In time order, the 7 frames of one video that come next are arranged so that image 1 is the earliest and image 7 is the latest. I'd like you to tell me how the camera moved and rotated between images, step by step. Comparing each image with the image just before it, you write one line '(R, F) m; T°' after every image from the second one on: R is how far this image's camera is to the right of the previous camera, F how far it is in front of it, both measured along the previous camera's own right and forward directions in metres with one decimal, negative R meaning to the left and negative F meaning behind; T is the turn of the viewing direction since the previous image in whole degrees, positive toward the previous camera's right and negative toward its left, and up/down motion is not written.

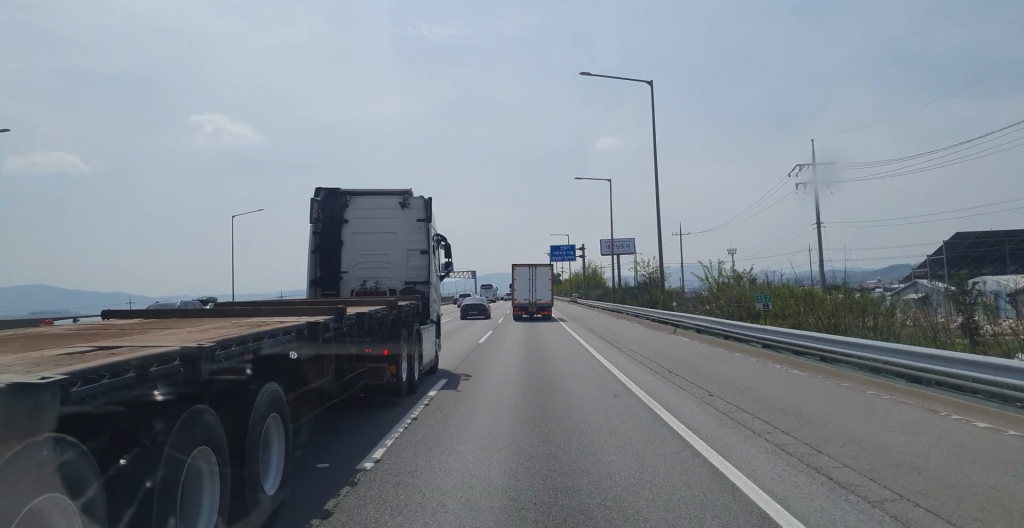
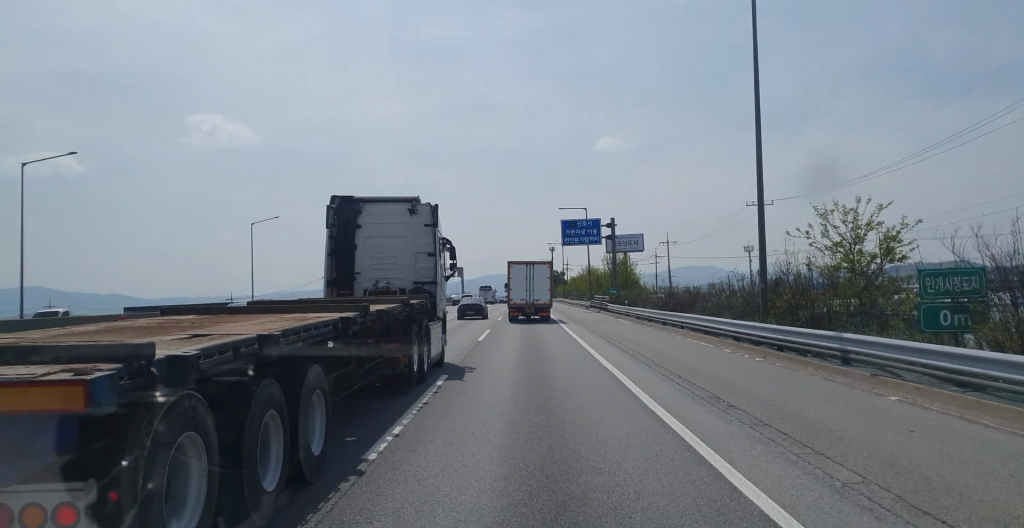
(+0.9, +37.6) m; +2°
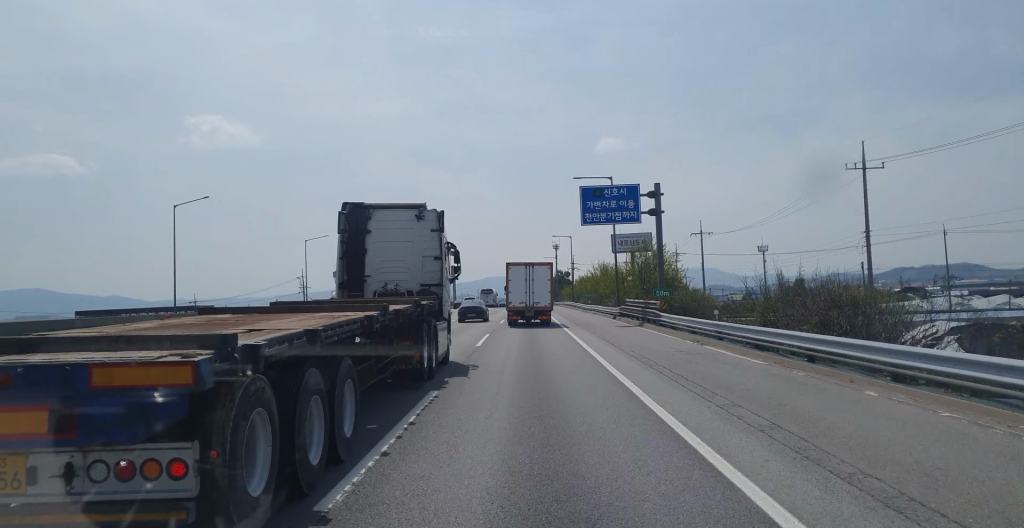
(-0.2, +21.0) m; -1°
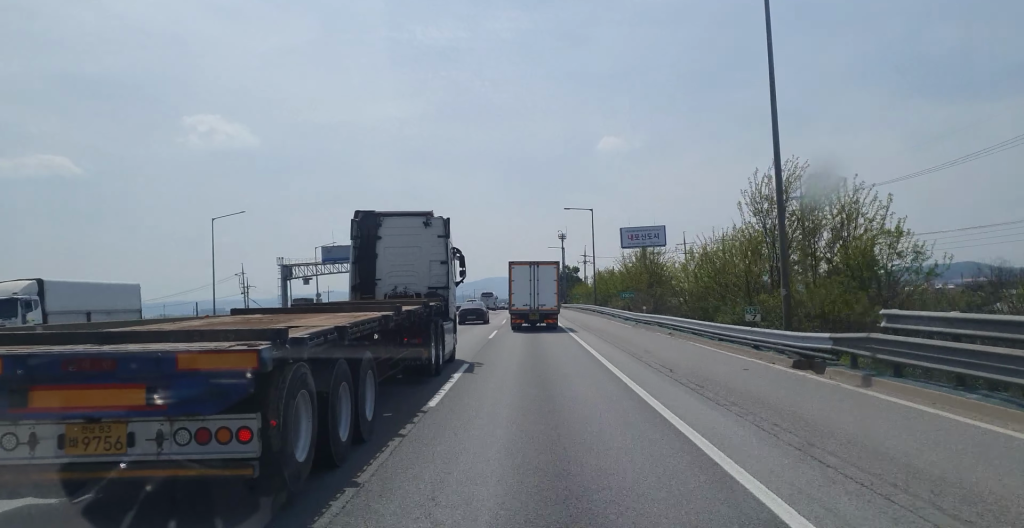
(-0.5, +35.4) m; -1°
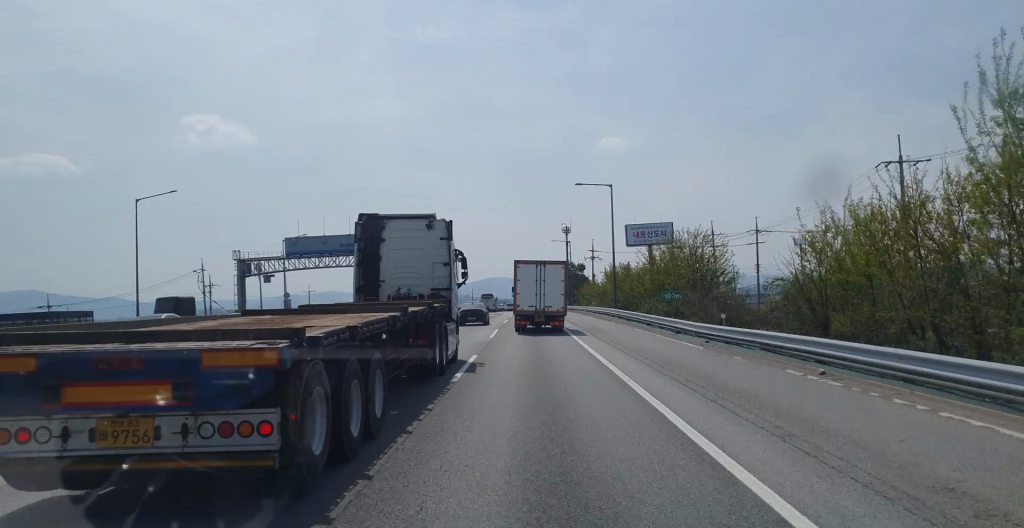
(+0.1, +16.7) m; 0°
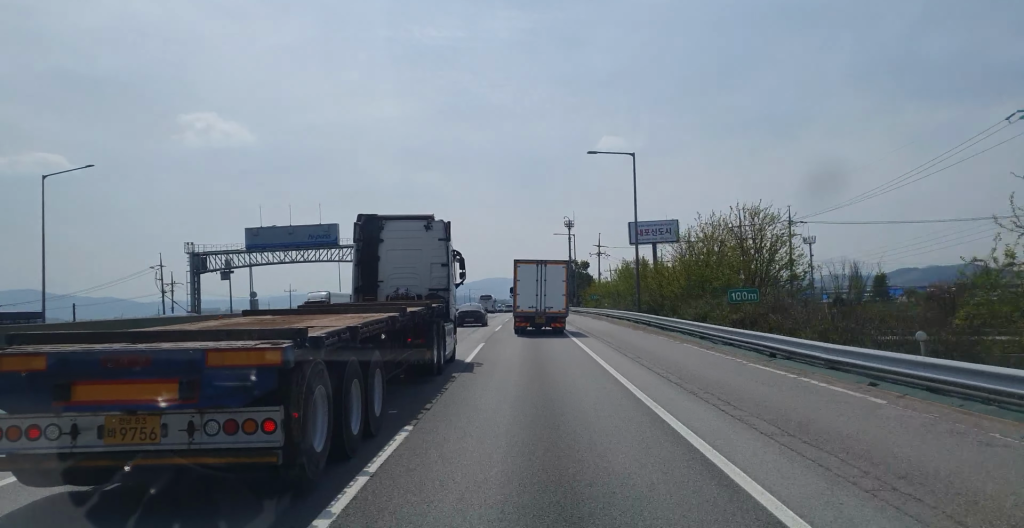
(+0.1, +12.9) m; 0°
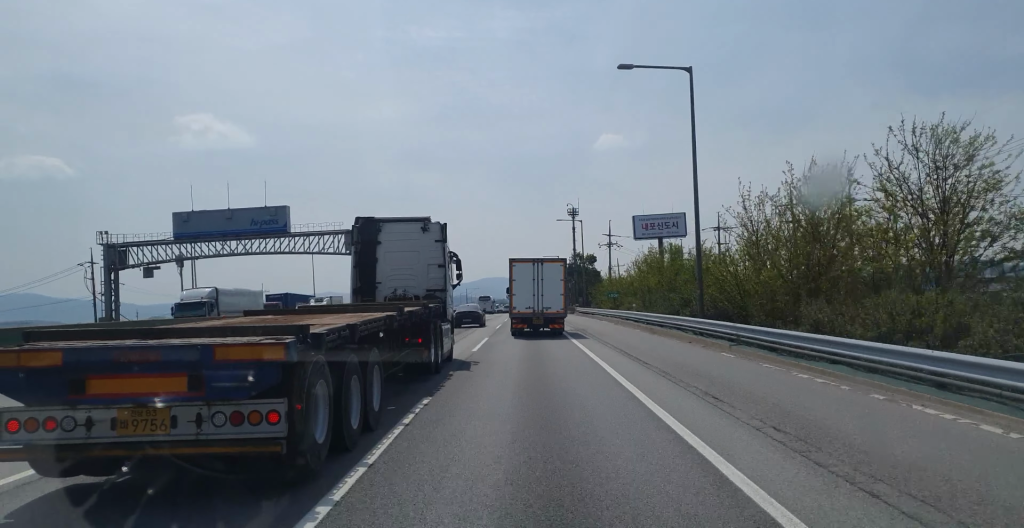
(-0.2, +17.2) m; 0°
